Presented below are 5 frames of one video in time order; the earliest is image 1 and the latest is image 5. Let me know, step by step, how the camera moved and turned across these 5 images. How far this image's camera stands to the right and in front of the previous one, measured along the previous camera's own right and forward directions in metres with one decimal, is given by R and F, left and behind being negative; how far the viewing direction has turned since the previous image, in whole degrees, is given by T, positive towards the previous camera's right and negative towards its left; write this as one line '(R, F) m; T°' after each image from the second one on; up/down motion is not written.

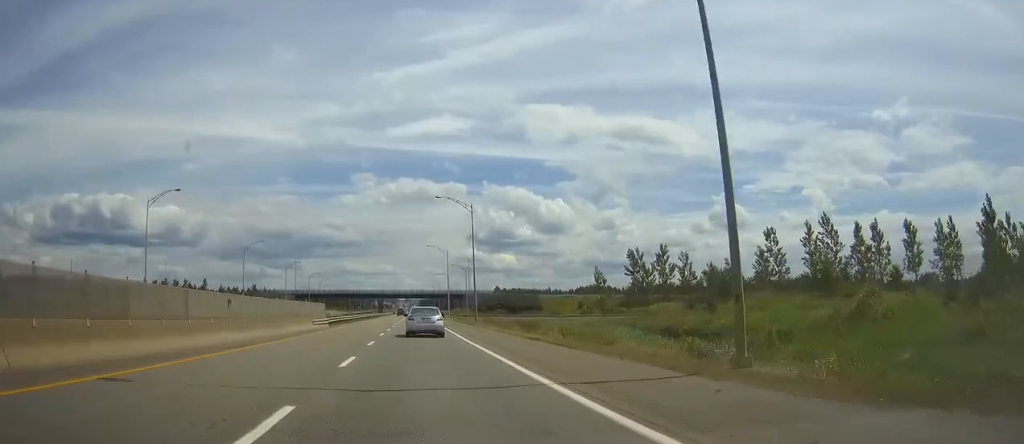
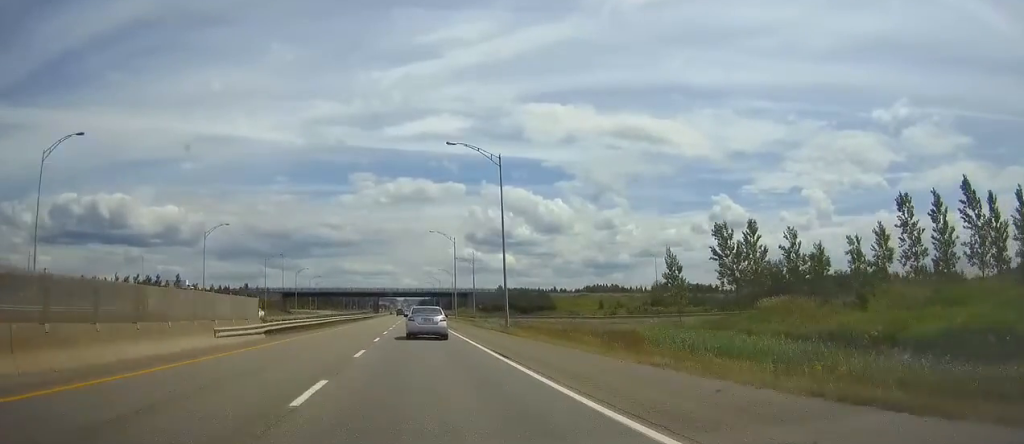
(0.0, +23.5) m; 0°
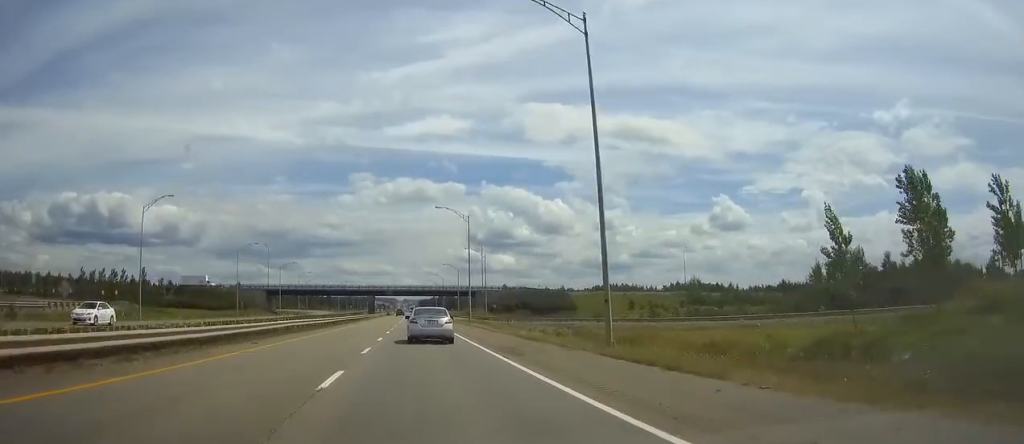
(0.0, +24.7) m; 0°
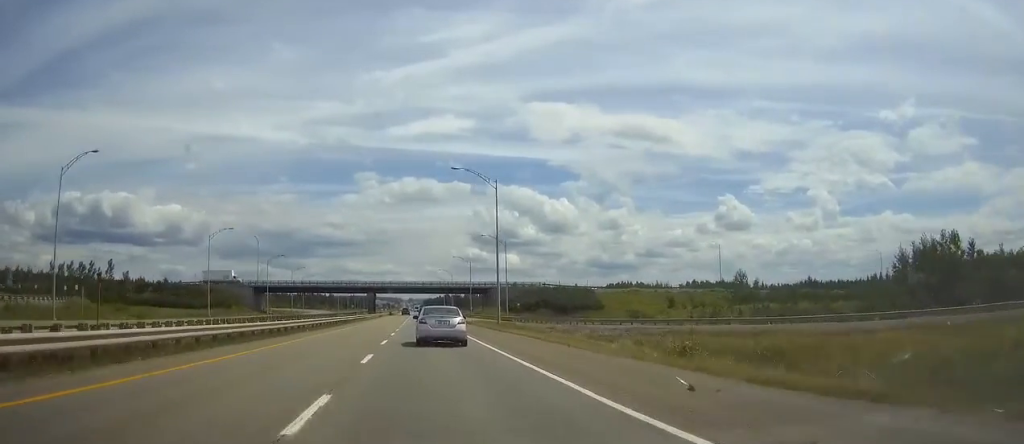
(0.0, +21.4) m; 0°
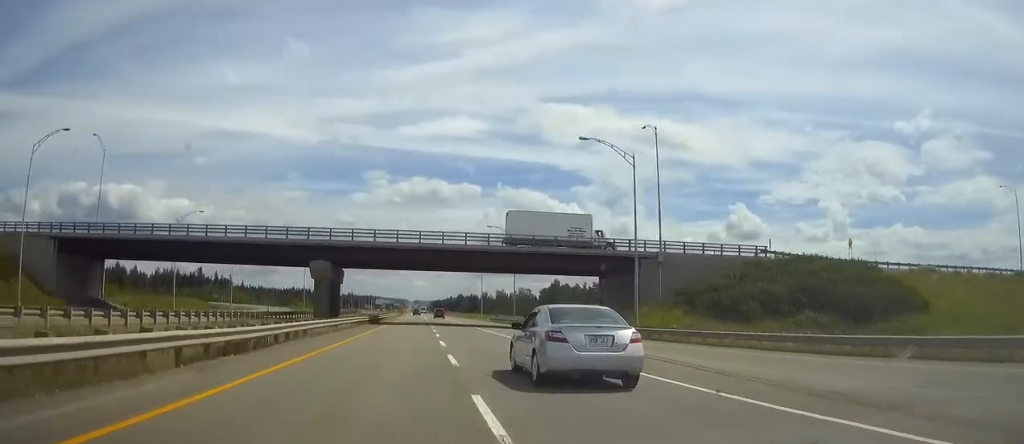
(-0.6, +106.7) m; 0°
